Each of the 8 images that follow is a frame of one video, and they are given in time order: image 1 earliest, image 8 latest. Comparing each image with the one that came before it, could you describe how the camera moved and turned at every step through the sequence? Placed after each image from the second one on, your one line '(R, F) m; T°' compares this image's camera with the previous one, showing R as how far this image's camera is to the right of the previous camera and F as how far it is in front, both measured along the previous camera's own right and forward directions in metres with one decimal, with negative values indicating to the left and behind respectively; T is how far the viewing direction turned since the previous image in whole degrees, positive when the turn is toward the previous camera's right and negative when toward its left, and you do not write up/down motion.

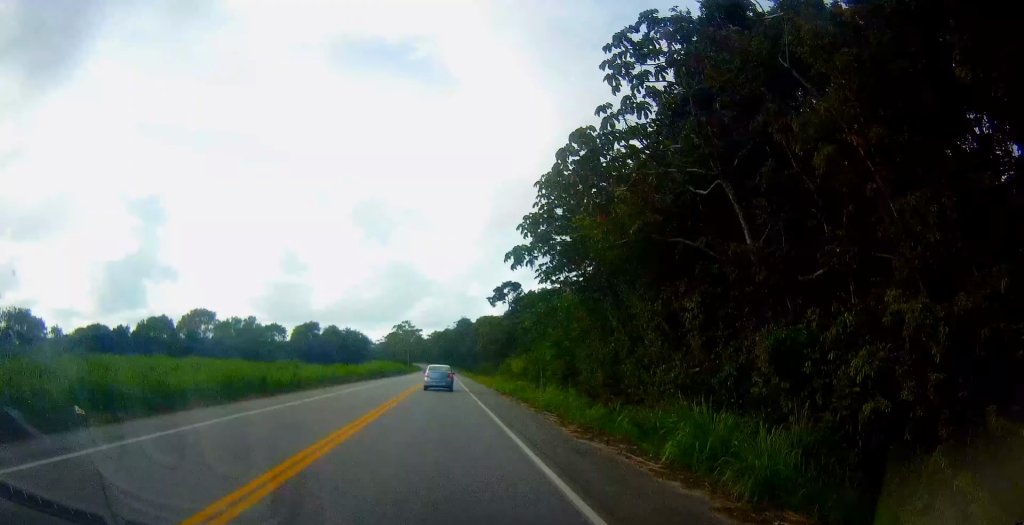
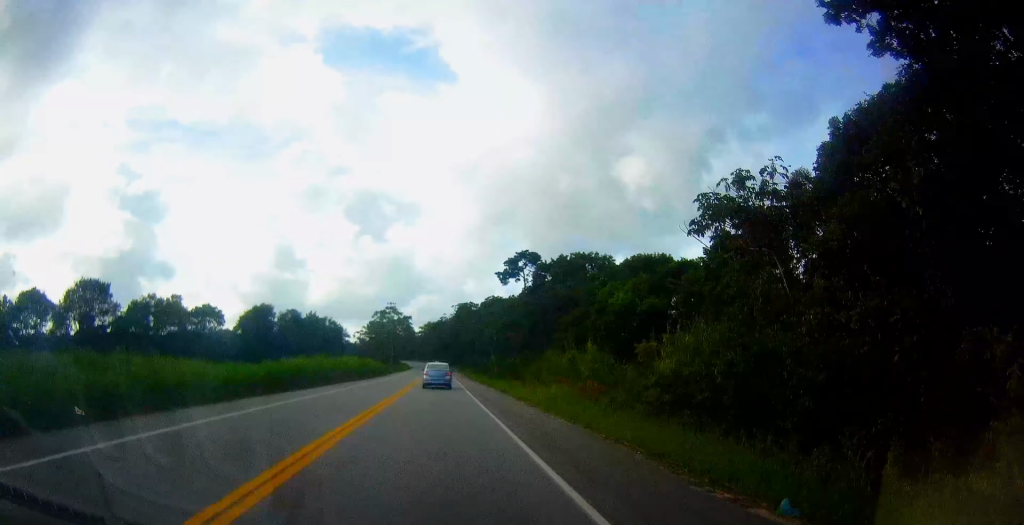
(+0.1, +38.0) m; +1°
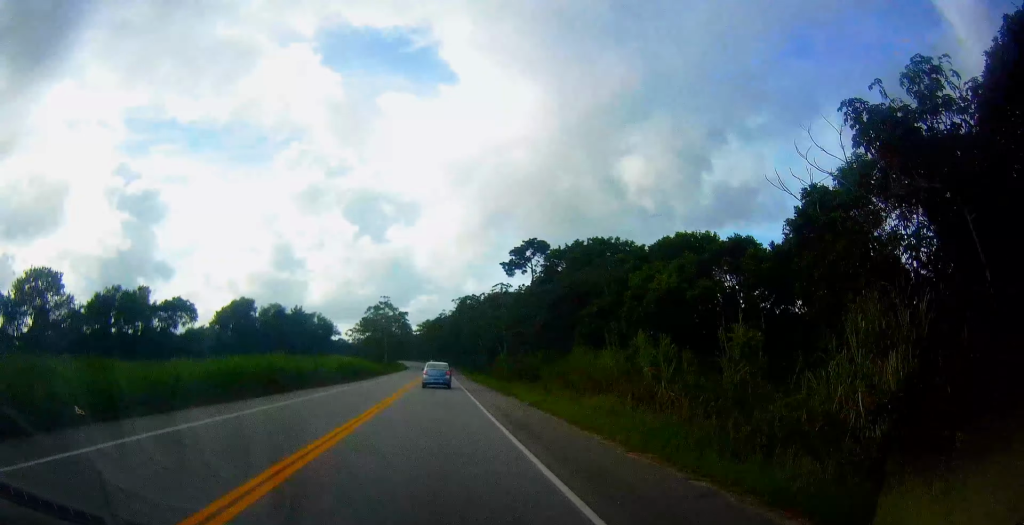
(+0.1, +11.8) m; 0°
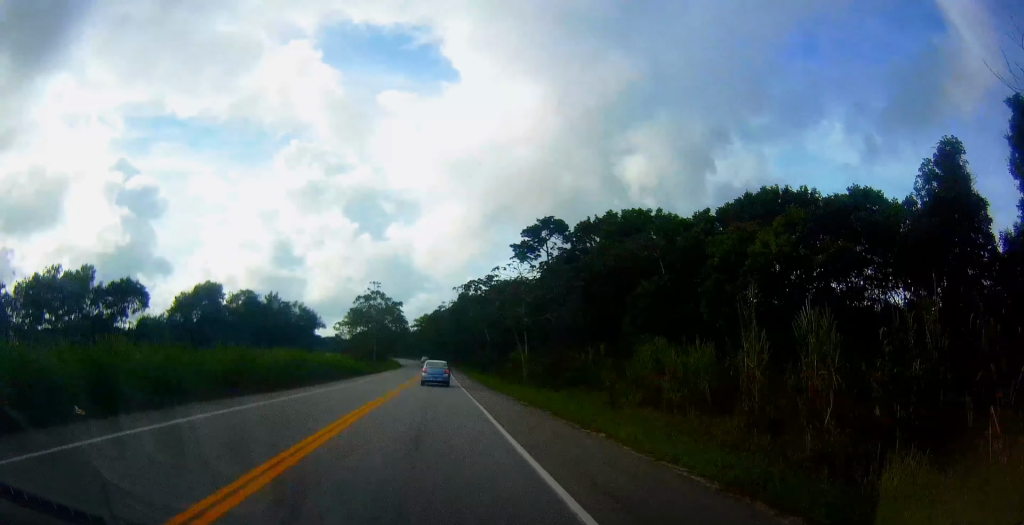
(+0.2, +16.5) m; 0°
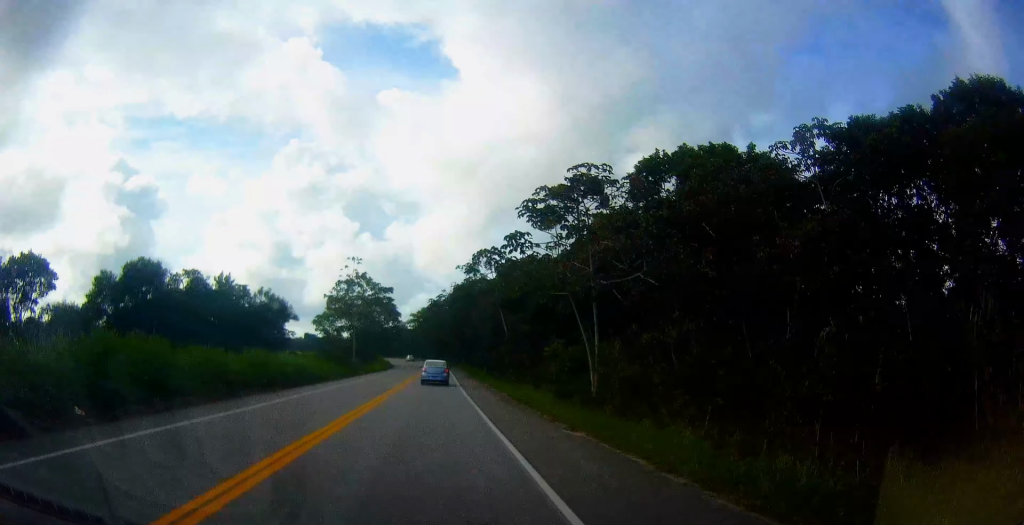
(-0.4, +22.6) m; 0°
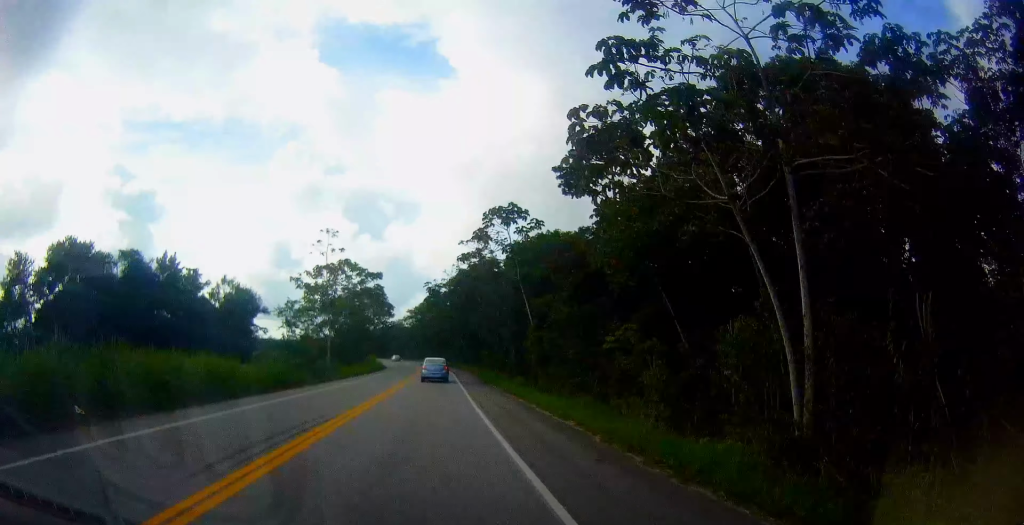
(+0.1, +16.5) m; 0°
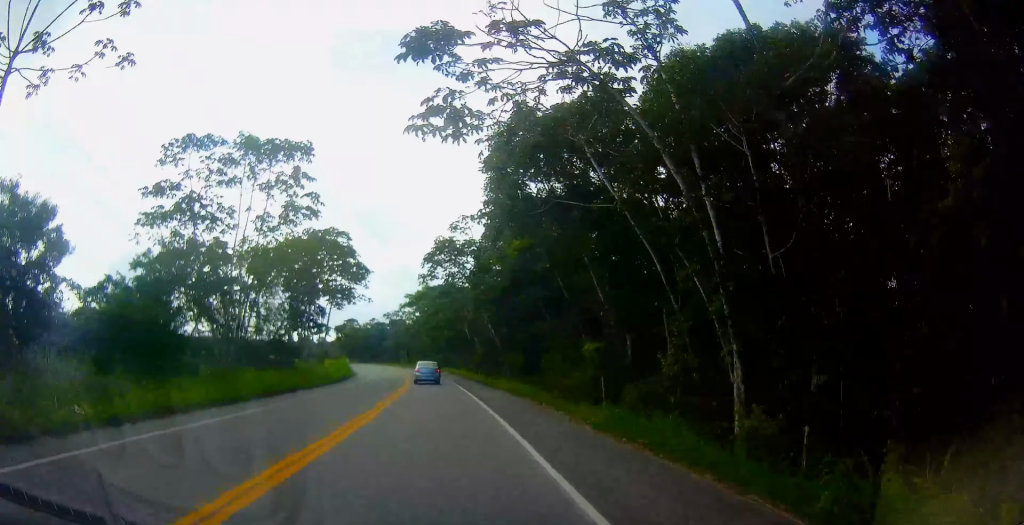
(0.0, +47.3) m; 0°
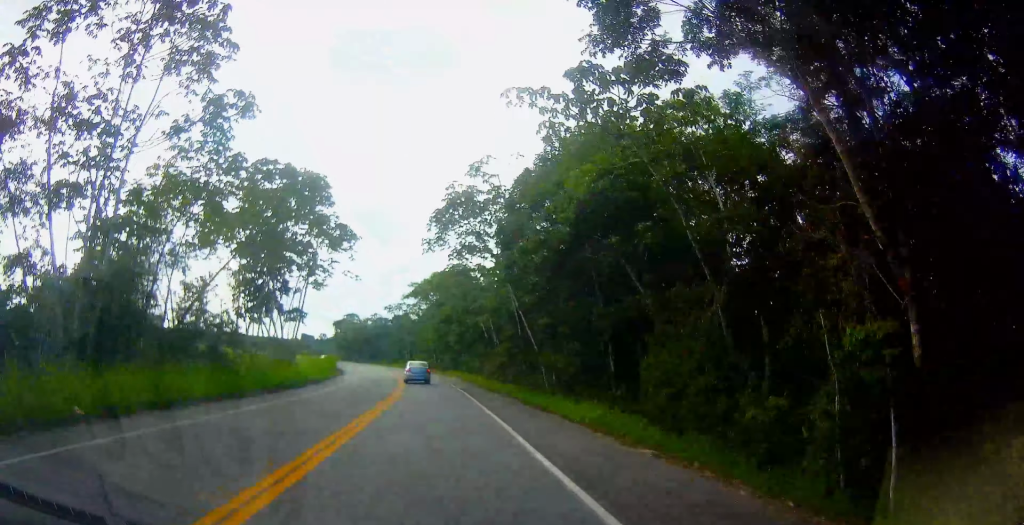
(0.0, +15.9) m; 0°
